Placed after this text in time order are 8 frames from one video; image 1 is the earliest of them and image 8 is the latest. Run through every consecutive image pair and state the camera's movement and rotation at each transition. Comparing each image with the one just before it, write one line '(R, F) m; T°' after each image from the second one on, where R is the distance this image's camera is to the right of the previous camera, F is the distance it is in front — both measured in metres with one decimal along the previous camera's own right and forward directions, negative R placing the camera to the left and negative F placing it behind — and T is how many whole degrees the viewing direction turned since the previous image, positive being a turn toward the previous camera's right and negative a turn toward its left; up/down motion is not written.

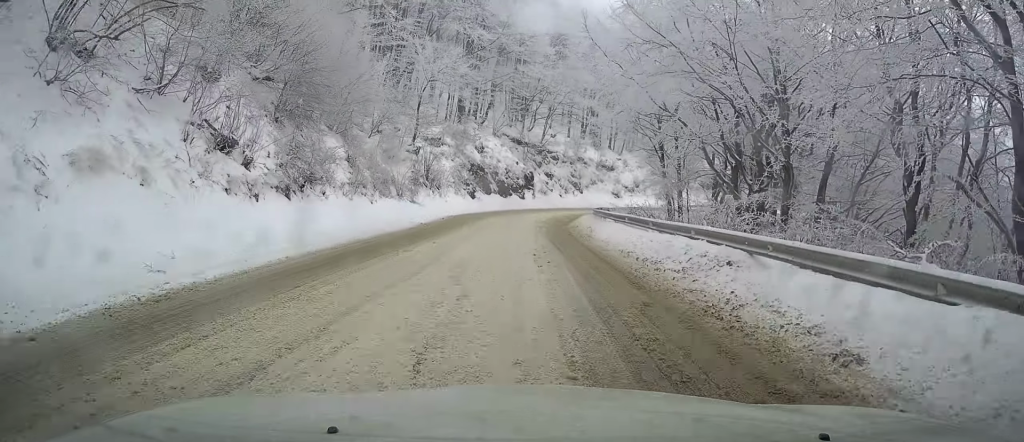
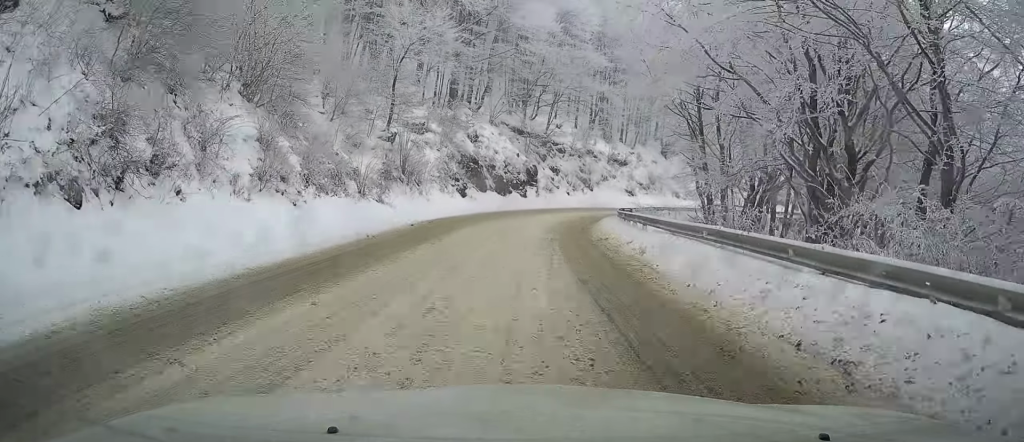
(0.0, +7.1) m; +1°
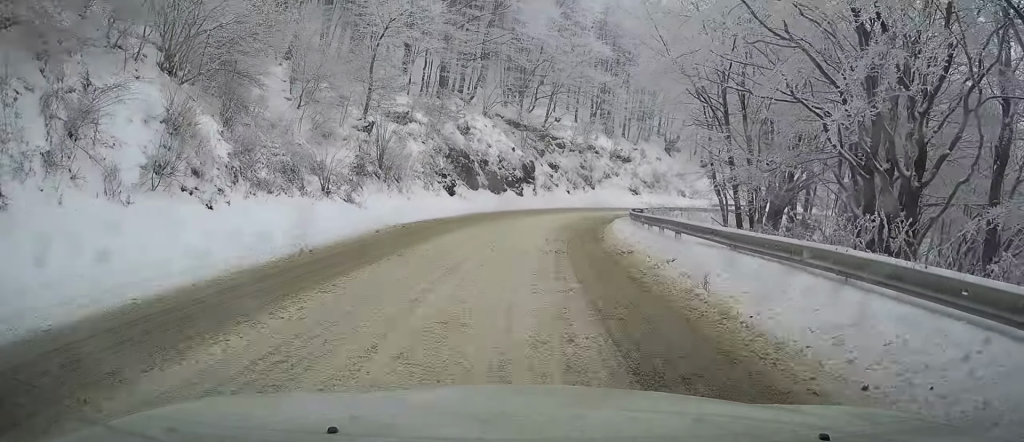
(0.0, +3.8) m; +2°
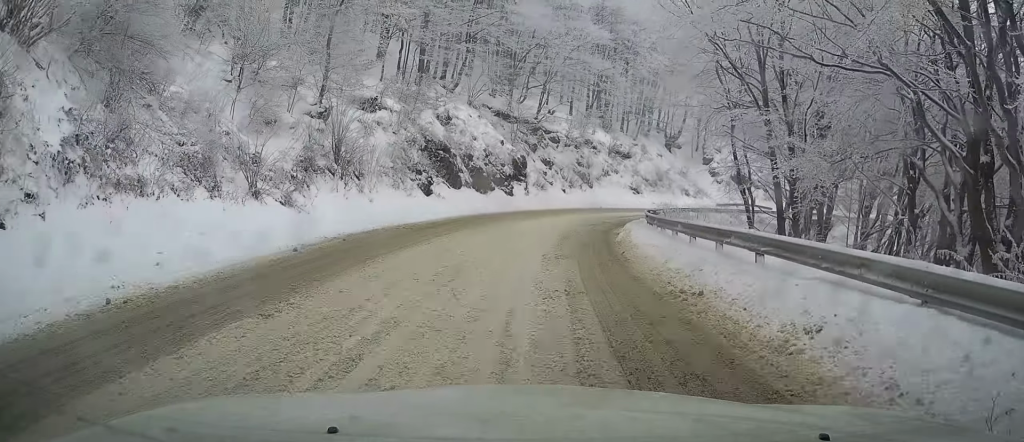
(0.0, +4.6) m; +2°
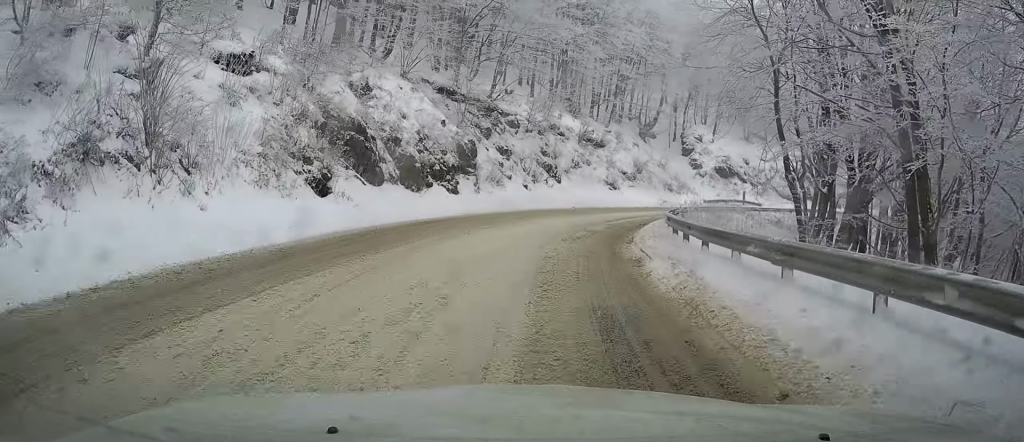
(+0.4, +8.8) m; +4°
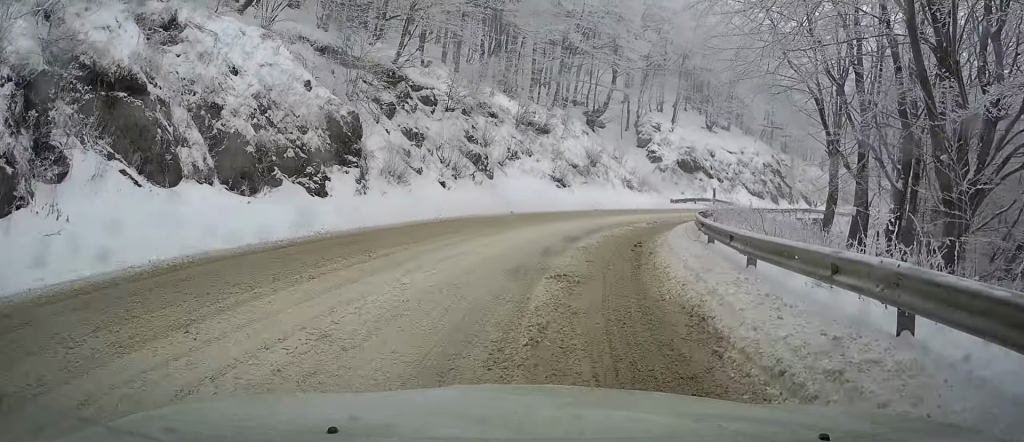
(+0.4, +9.8) m; +7°
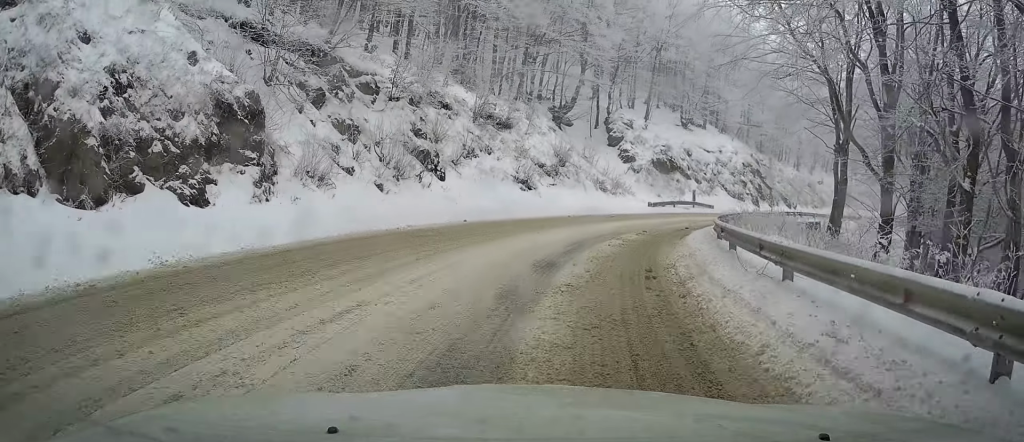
(+0.2, +4.5) m; +4°
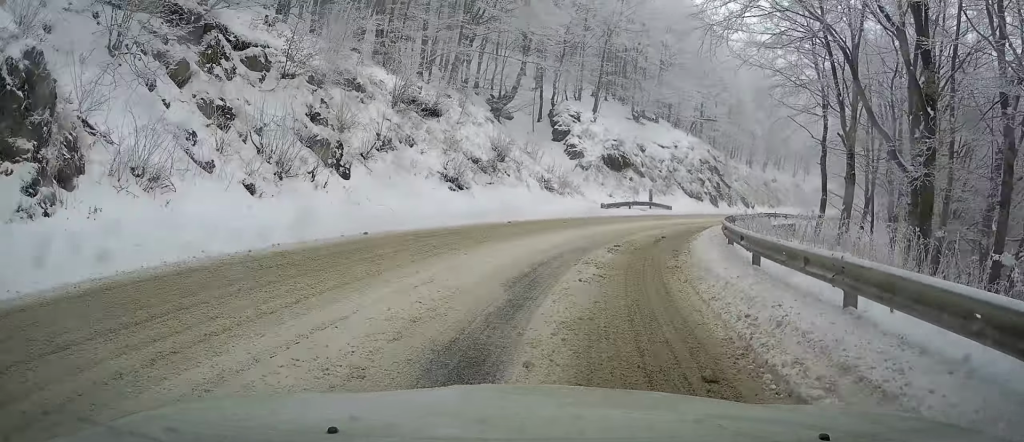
(+0.2, +5.5) m; +4°
